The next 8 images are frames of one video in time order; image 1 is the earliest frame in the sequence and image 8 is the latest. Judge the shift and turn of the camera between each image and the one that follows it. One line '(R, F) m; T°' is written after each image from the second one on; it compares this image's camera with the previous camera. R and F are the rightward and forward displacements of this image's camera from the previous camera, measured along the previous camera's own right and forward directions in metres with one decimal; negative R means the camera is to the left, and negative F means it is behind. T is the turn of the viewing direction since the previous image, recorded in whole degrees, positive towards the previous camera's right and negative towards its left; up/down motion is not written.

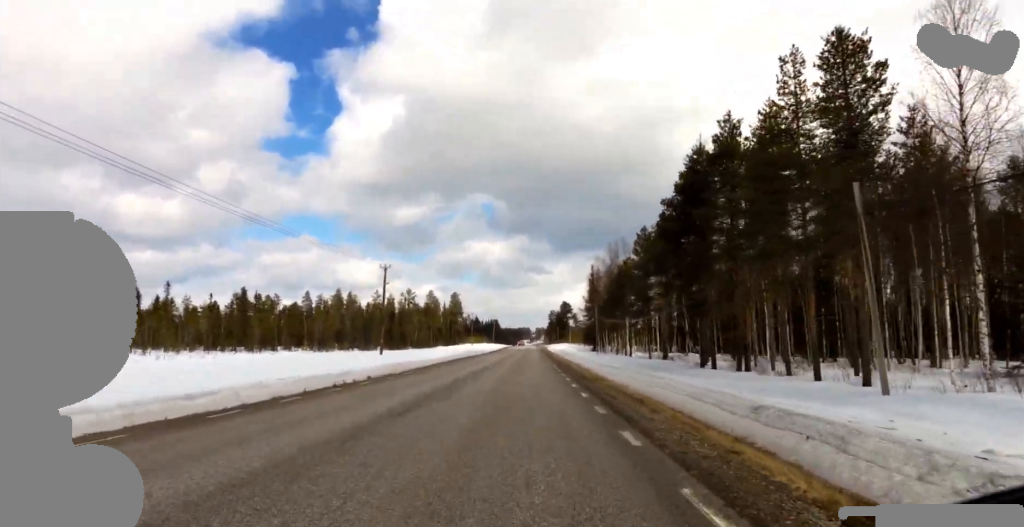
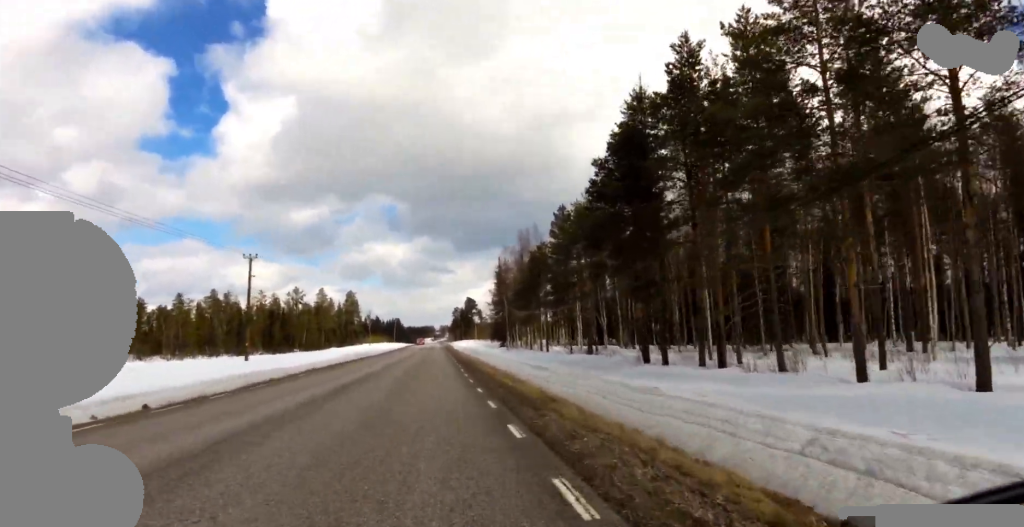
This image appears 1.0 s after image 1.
(-0.4, +8.9) m; -3°
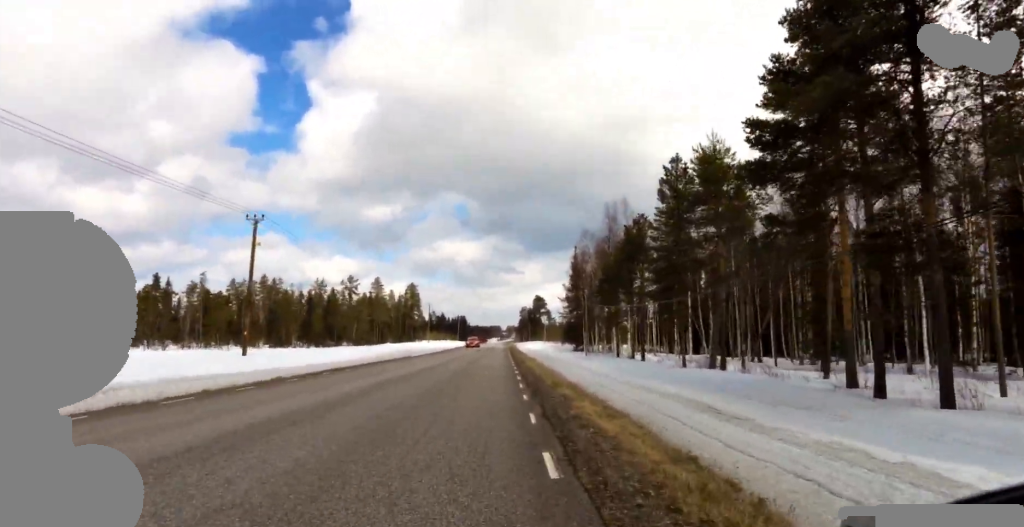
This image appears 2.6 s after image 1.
(0.0, +13.6) m; 0°
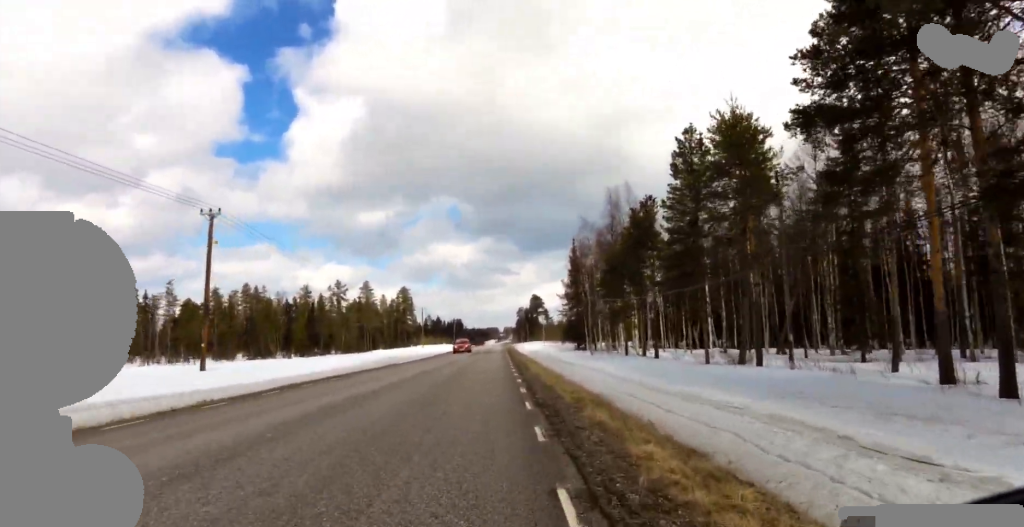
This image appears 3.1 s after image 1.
(0.0, +4.4) m; 0°
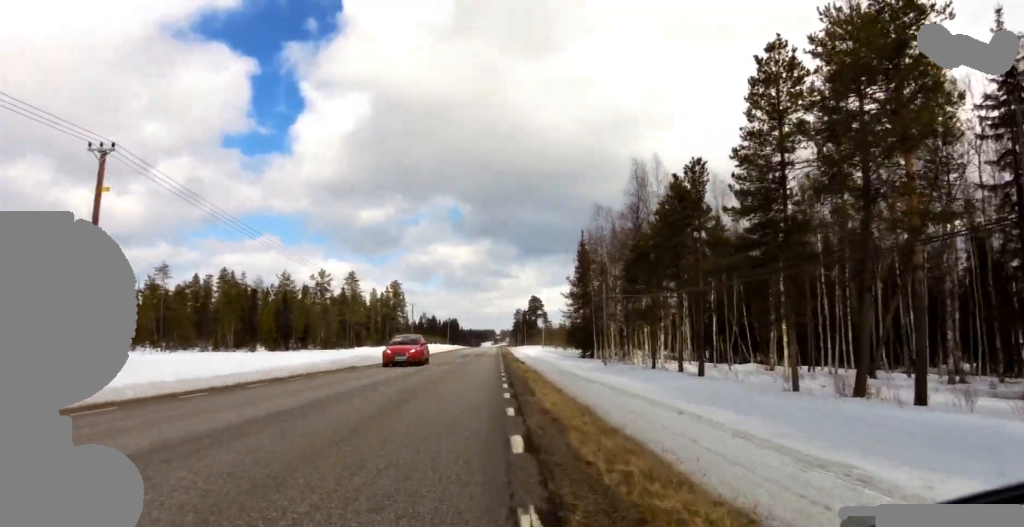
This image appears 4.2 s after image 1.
(0.0, +9.4) m; 0°
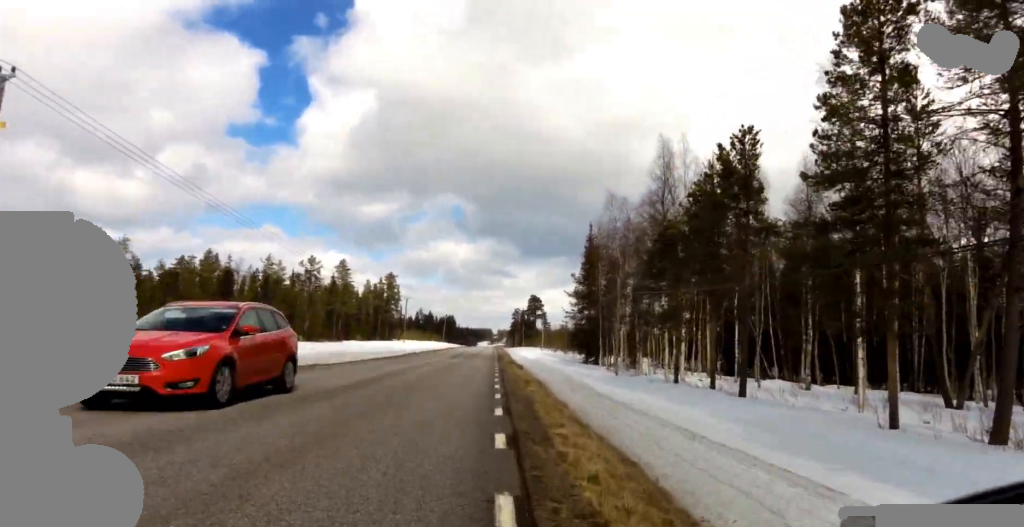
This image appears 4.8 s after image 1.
(0.0, +5.2) m; 0°
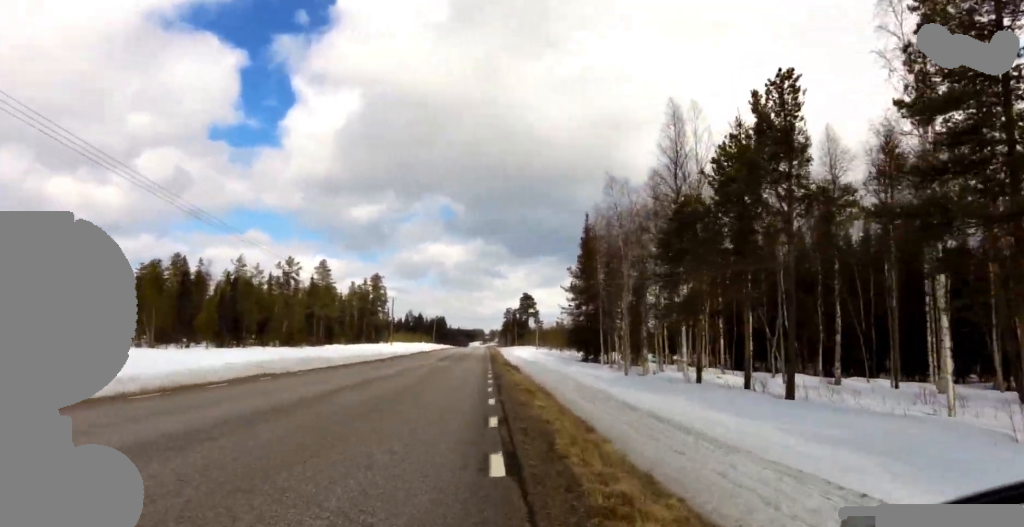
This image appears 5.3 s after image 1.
(0.0, +4.5) m; 0°
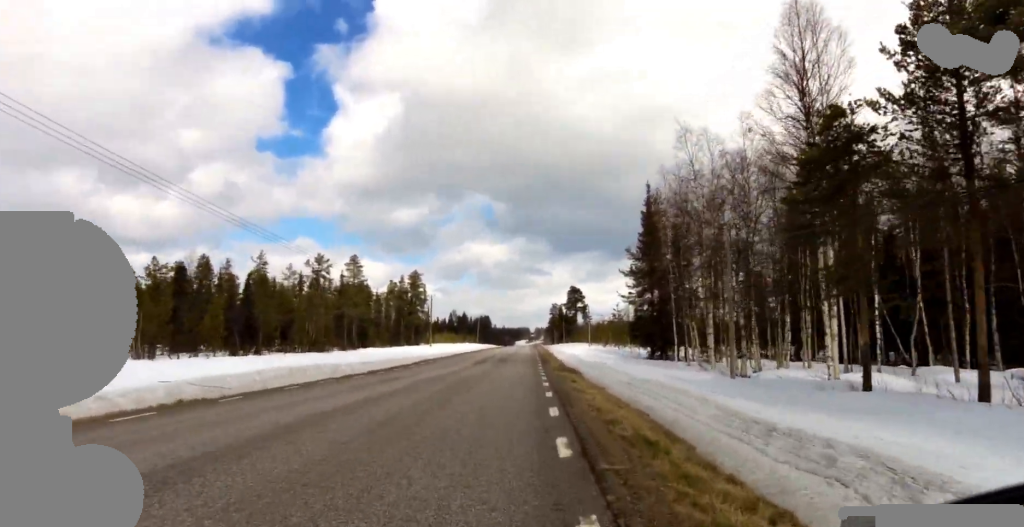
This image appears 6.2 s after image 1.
(0.0, +8.3) m; 0°
